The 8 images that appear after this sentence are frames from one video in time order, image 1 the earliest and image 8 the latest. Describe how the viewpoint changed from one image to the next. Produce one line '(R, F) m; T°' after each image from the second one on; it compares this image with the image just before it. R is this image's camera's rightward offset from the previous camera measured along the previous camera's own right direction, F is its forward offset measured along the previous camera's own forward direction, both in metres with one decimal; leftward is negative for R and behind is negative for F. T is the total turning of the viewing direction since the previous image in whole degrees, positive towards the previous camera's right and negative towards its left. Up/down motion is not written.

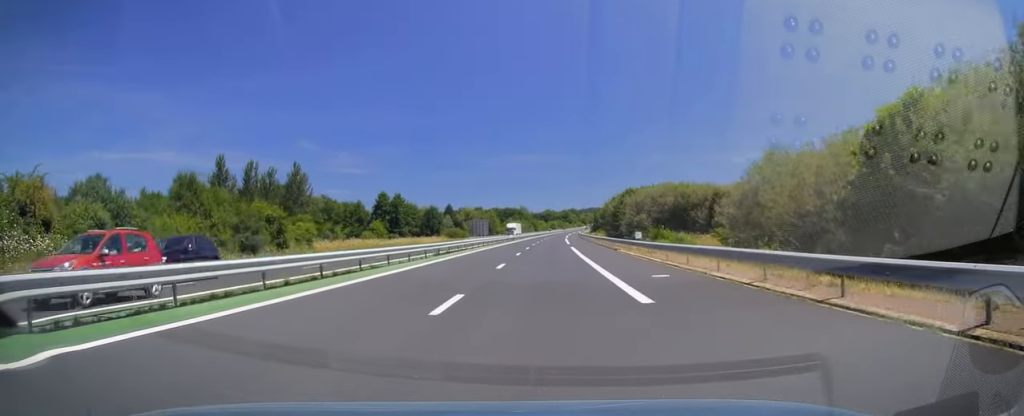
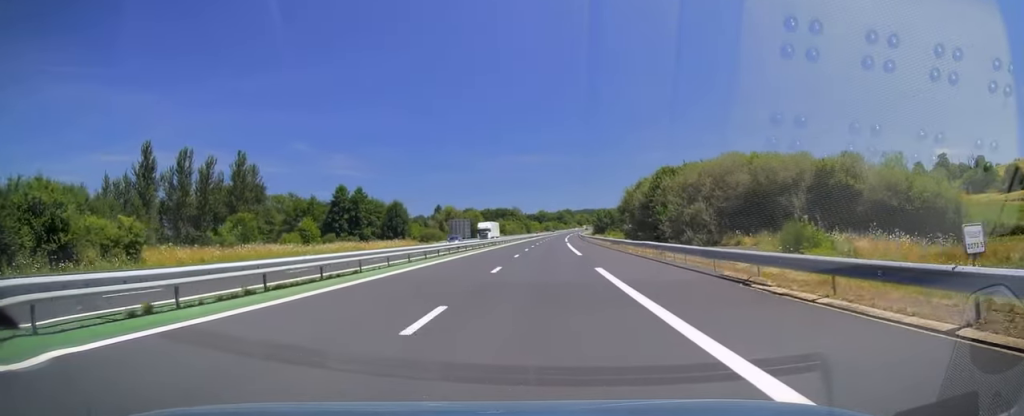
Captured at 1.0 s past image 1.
(+0.3, +27.9) m; 0°
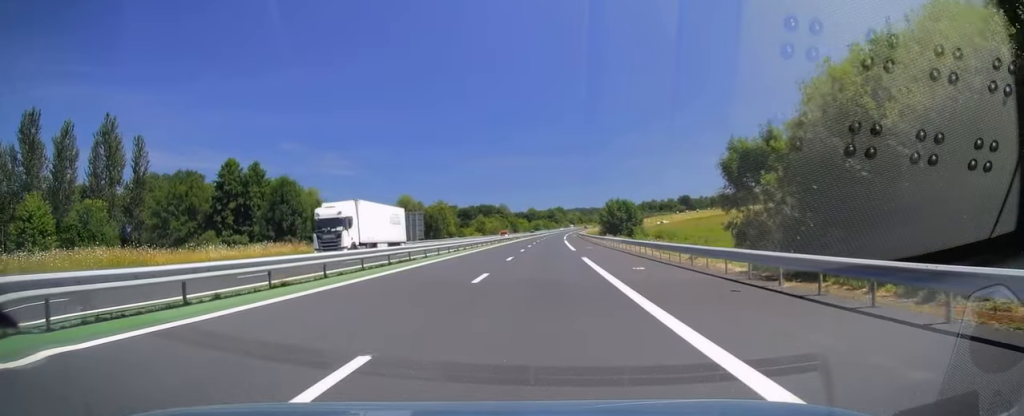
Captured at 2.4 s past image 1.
(0.0, +43.6) m; +1°
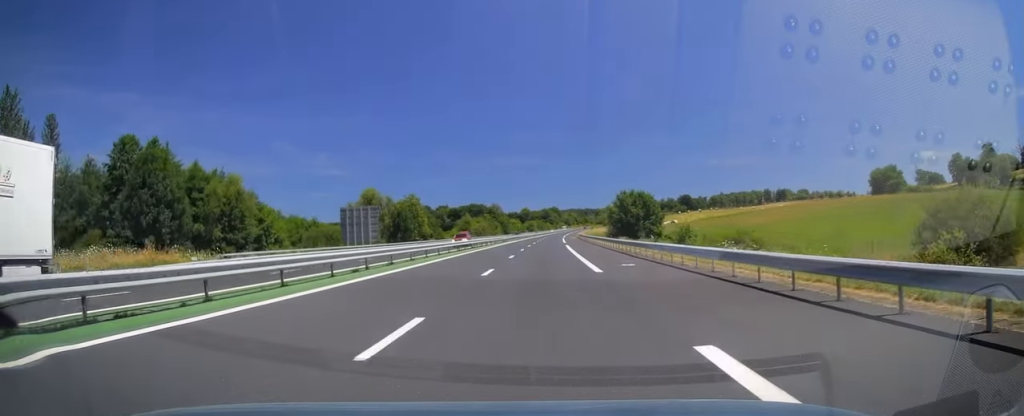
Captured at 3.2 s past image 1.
(+0.6, +23.0) m; +1°
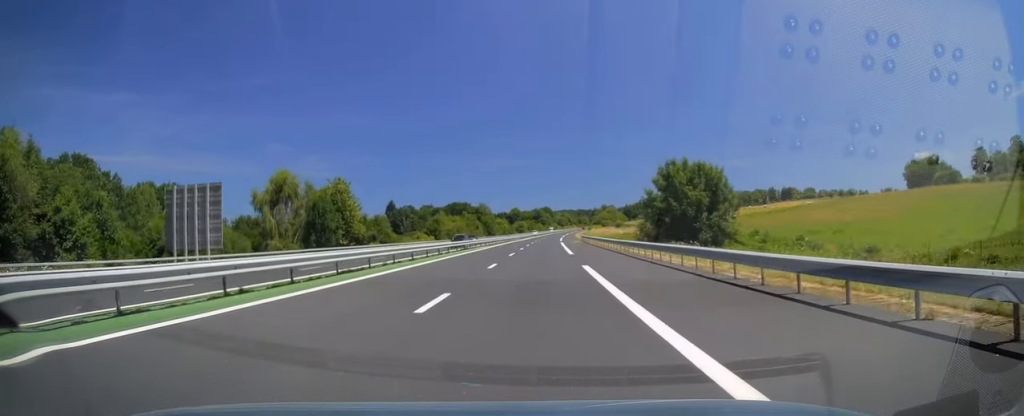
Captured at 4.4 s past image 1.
(-0.2, +34.8) m; 0°
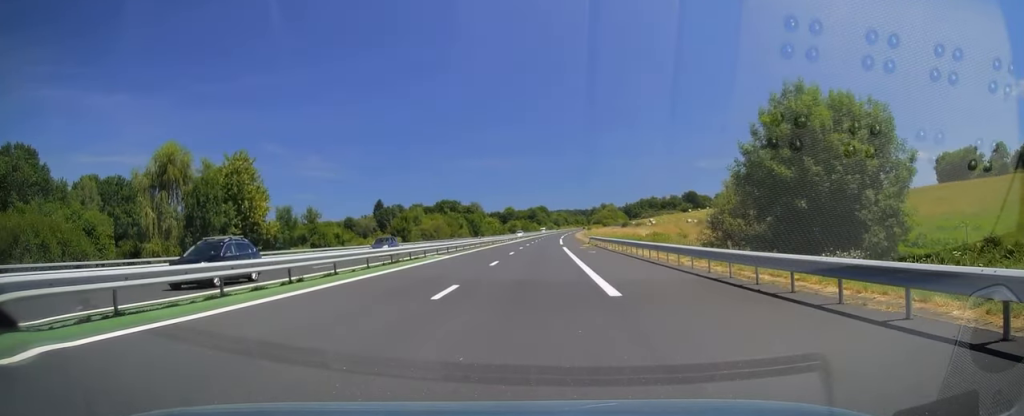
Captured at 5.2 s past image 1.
(+0.4, +24.0) m; +1°
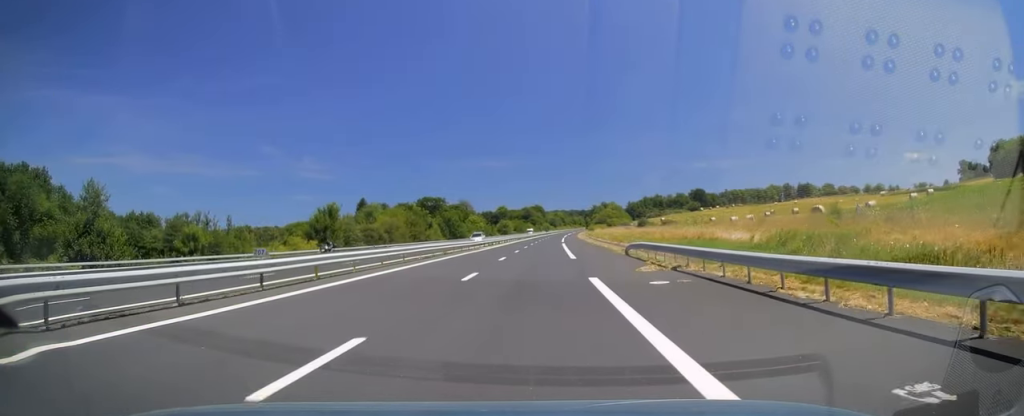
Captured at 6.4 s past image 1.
(+0.1, +33.7) m; +1°
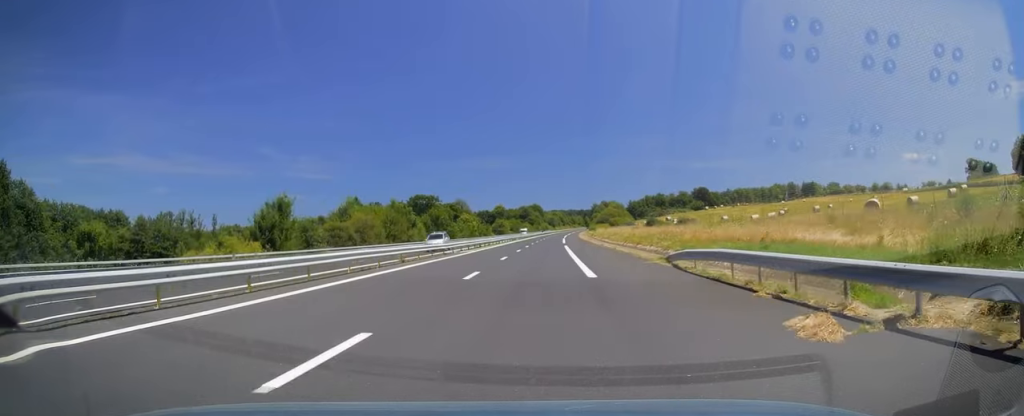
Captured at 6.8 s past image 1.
(+0.2, +12.7) m; 0°
